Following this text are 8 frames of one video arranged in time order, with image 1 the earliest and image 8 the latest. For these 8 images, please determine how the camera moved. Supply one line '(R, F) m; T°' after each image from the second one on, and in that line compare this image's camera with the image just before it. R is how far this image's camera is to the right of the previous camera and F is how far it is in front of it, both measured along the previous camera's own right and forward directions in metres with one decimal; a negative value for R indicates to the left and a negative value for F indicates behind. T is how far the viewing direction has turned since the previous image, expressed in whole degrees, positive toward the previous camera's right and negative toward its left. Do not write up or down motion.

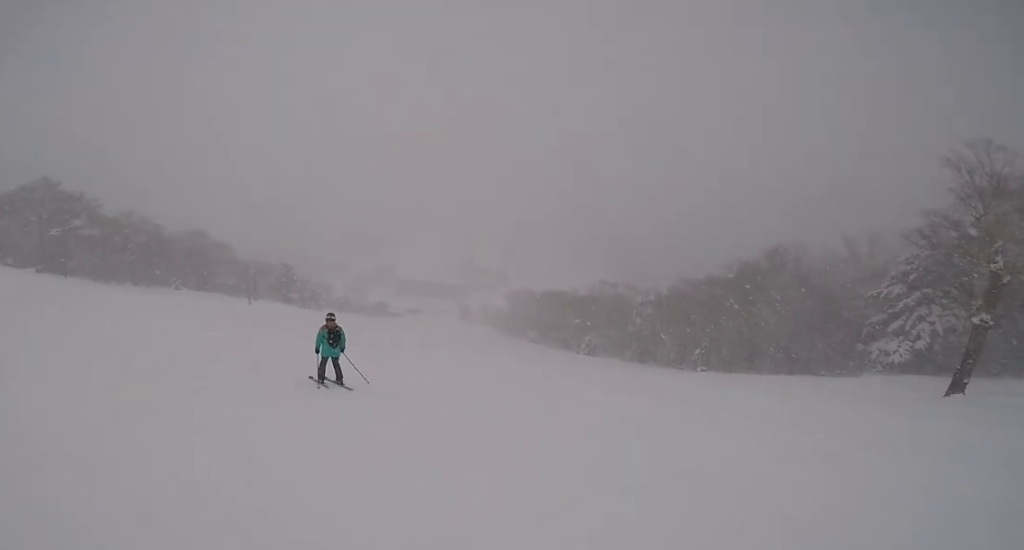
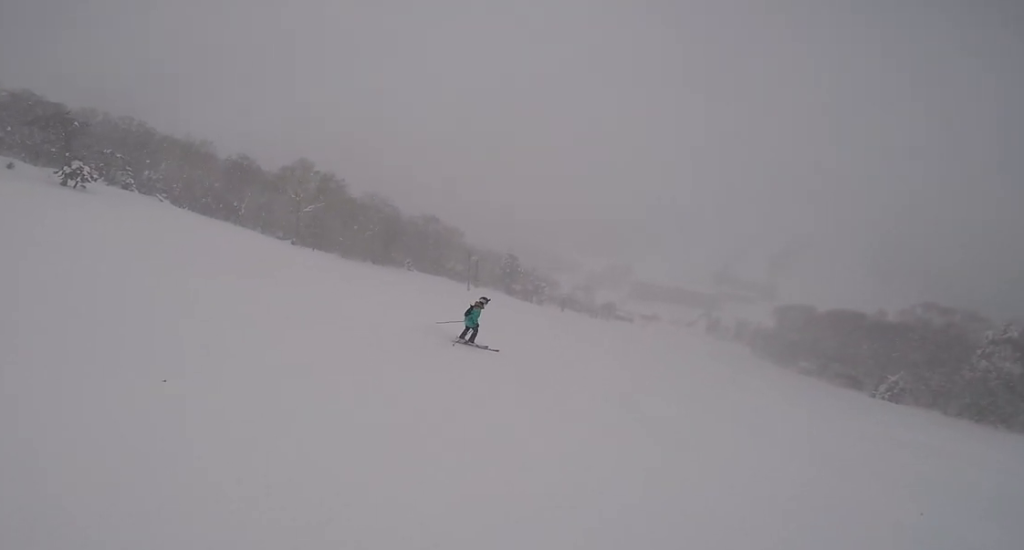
(-1.3, +6.0) m; -40°
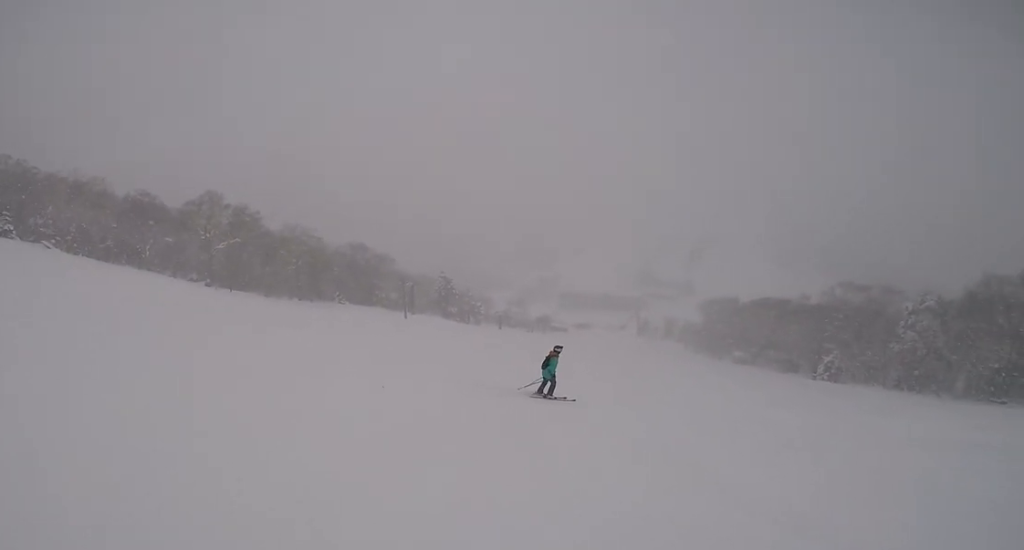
(-0.6, +4.0) m; -8°
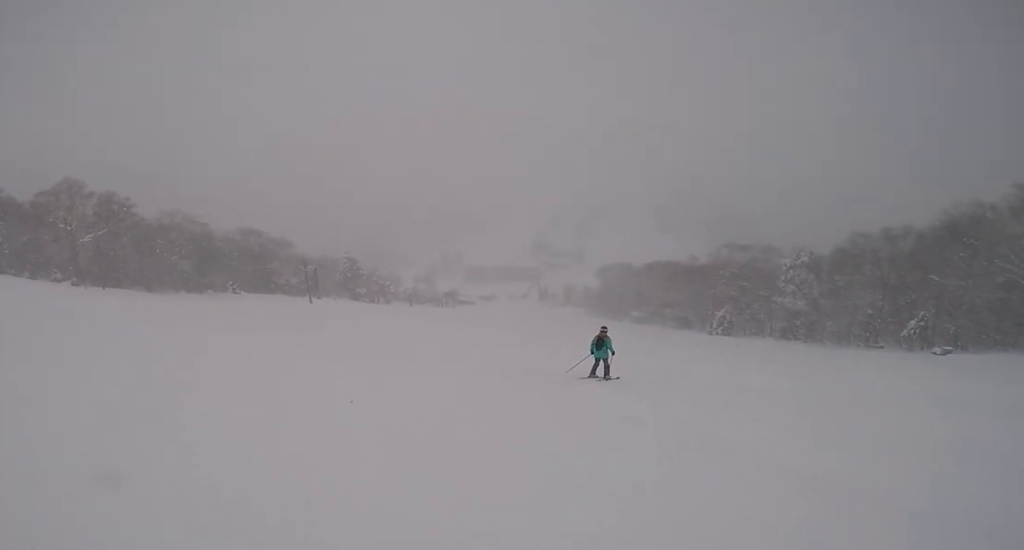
(+0.1, +3.3) m; +3°
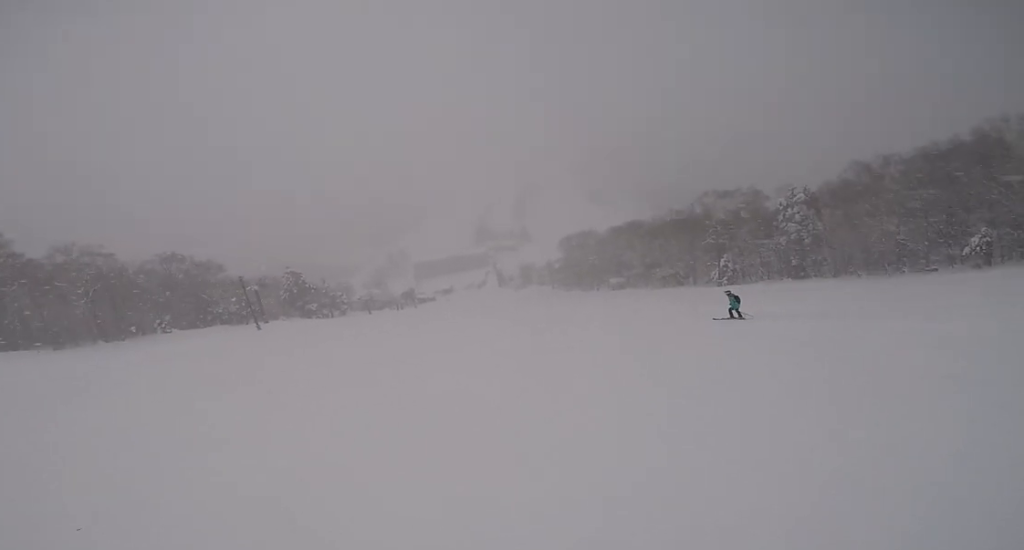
(+3.4, +11.3) m; +35°
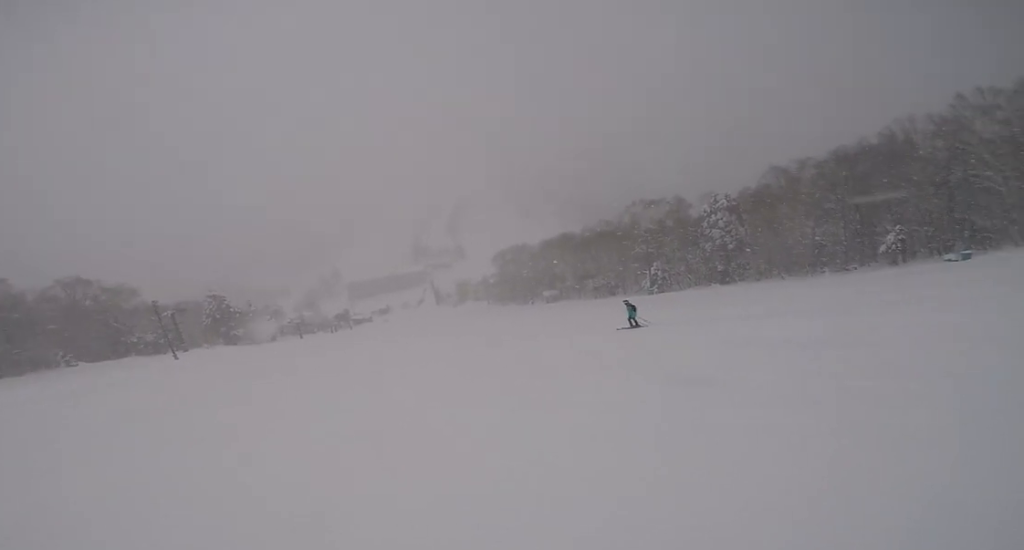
(-0.2, +2.7) m; +11°
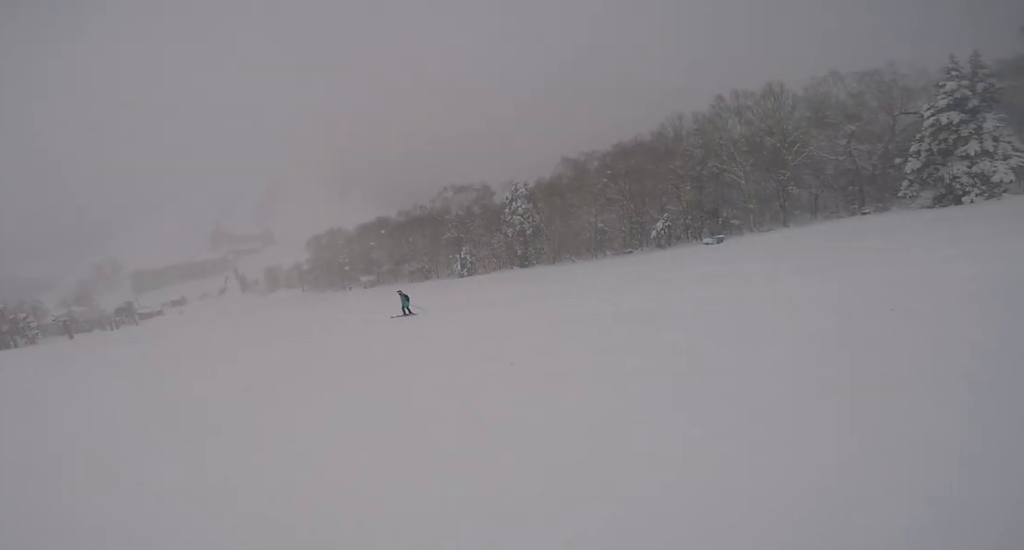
(-0.6, +2.7) m; +11°
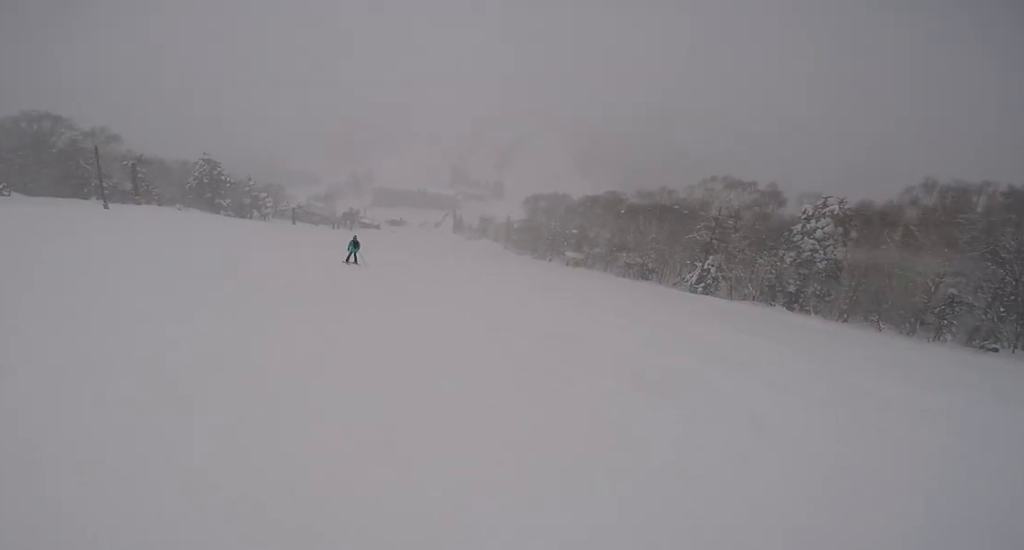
(+1.3, +10.4) m; -17°
